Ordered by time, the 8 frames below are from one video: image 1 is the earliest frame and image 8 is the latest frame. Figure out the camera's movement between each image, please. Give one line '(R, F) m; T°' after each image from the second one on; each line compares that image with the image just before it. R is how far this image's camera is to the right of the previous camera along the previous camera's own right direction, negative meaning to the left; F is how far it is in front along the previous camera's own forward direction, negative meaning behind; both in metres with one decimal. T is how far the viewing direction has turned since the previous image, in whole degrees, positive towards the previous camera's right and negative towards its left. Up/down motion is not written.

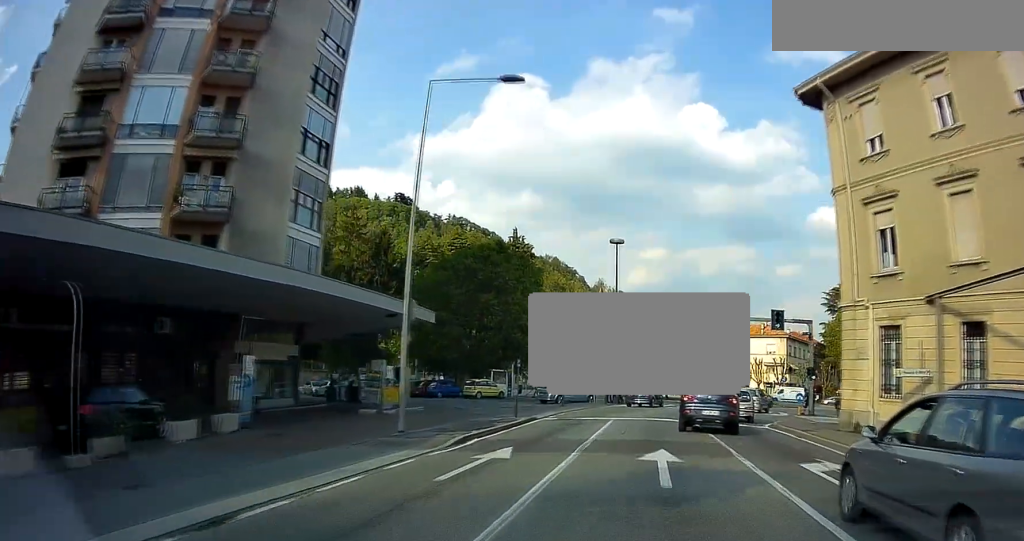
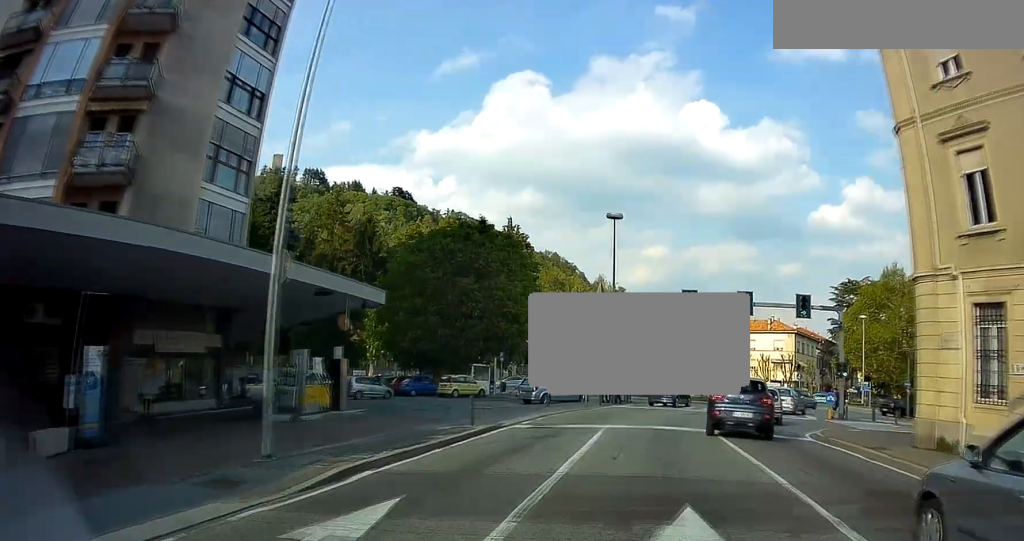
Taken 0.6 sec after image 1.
(+0.1, +6.4) m; +1°
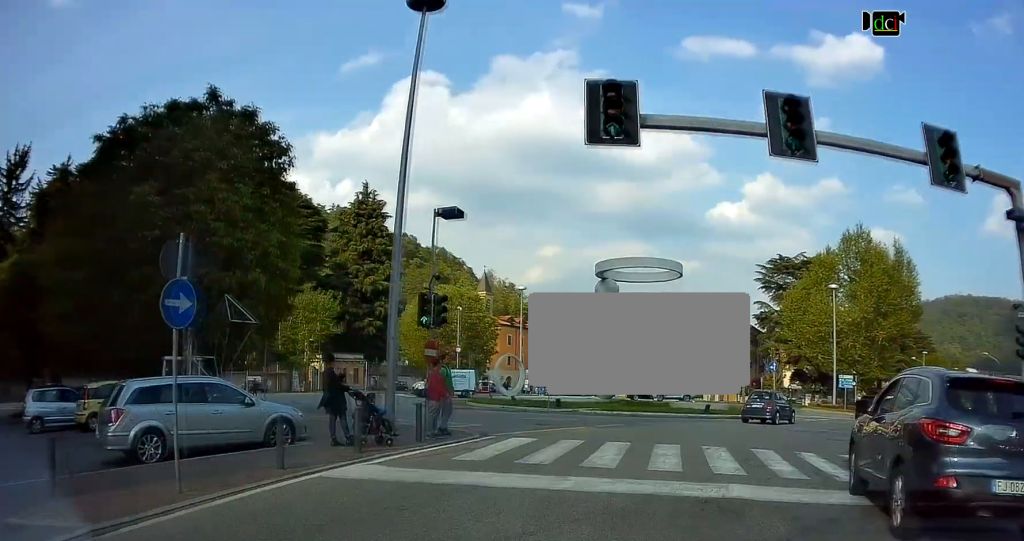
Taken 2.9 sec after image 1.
(+0.4, +25.3) m; +7°
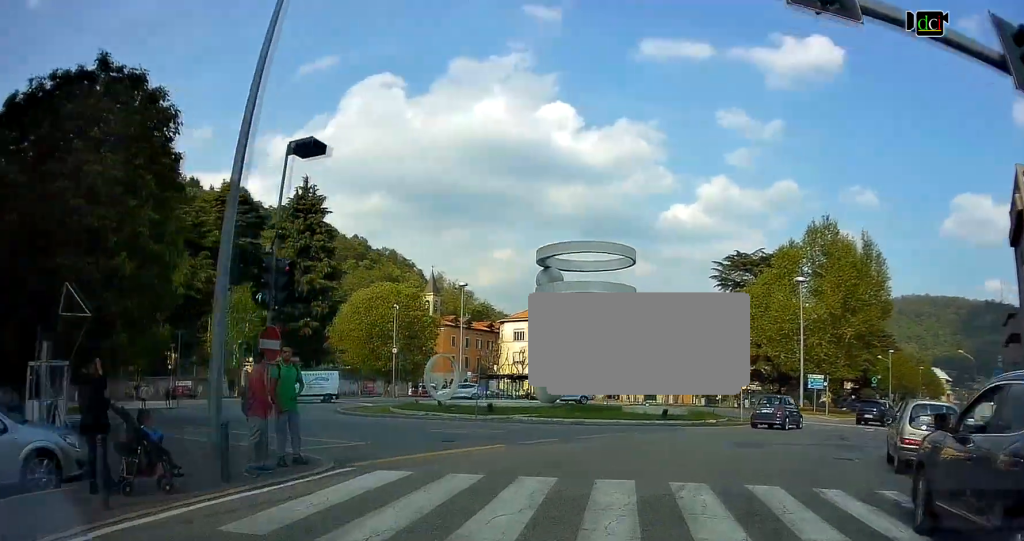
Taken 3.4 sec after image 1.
(+0.4, +5.1) m; +4°
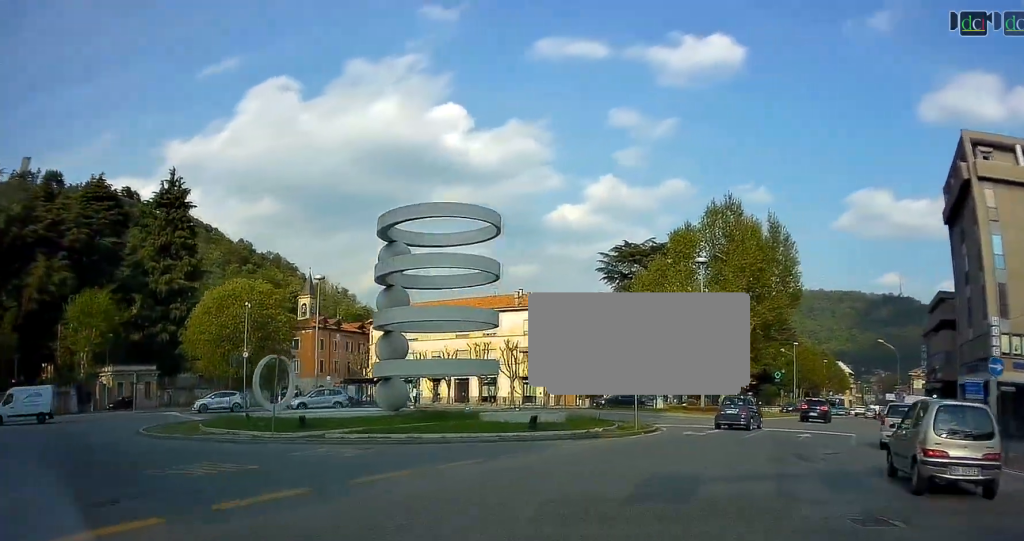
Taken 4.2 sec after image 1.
(+0.5, +7.8) m; +9°
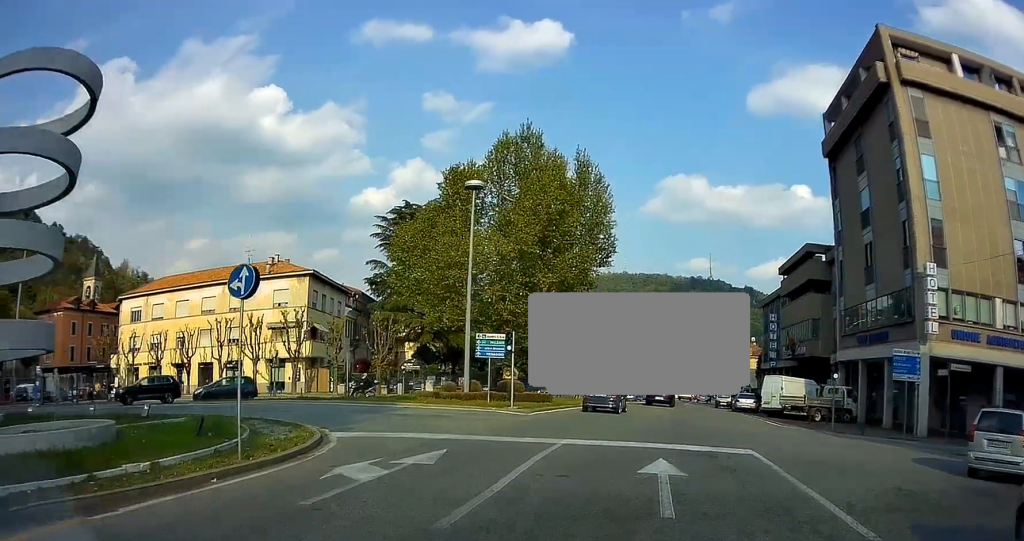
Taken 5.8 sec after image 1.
(+2.8, +15.4) m; +17°
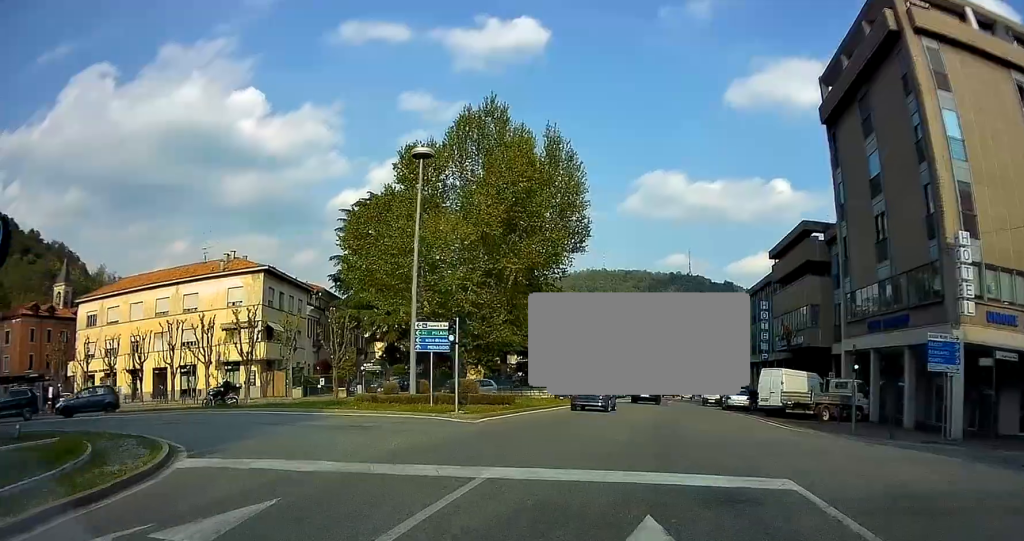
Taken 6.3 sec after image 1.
(0.0, +5.2) m; +2°
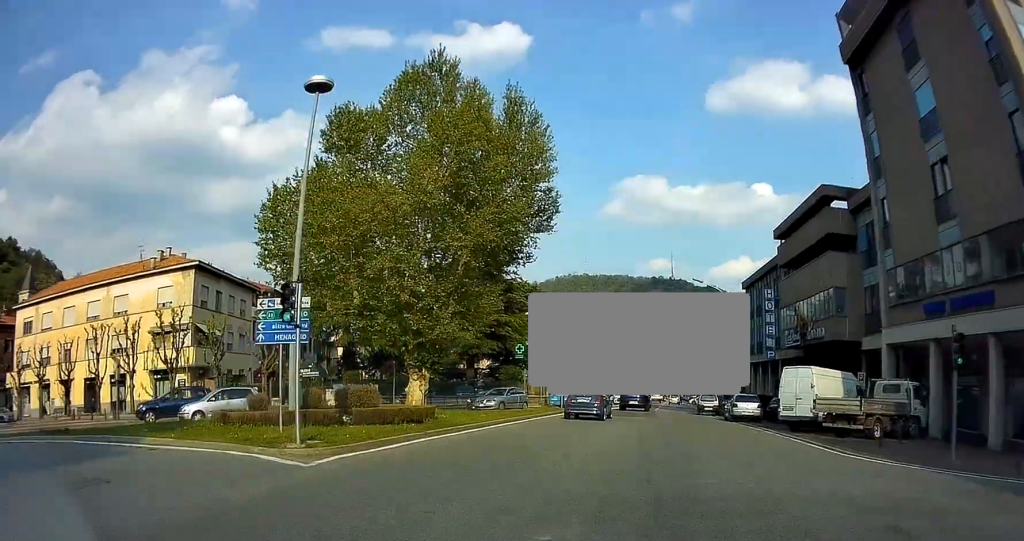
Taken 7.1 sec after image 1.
(+0.1, +8.7) m; +2°
